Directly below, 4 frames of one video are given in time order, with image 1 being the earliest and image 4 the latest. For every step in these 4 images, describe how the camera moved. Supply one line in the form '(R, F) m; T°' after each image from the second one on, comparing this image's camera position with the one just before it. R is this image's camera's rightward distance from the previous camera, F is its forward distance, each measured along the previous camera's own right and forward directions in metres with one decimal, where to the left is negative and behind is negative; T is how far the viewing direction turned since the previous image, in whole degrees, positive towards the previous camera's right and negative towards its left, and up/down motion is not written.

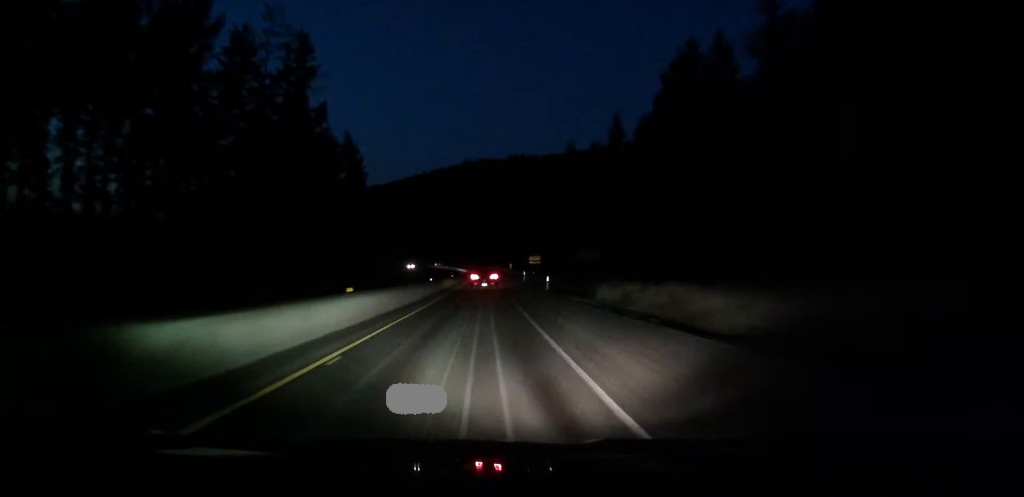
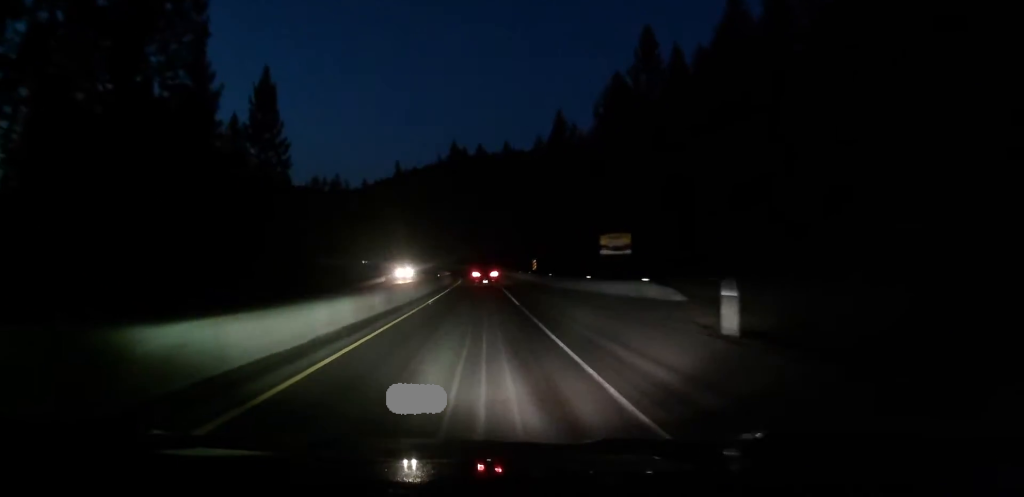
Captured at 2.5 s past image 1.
(-0.3, +65.3) m; 0°
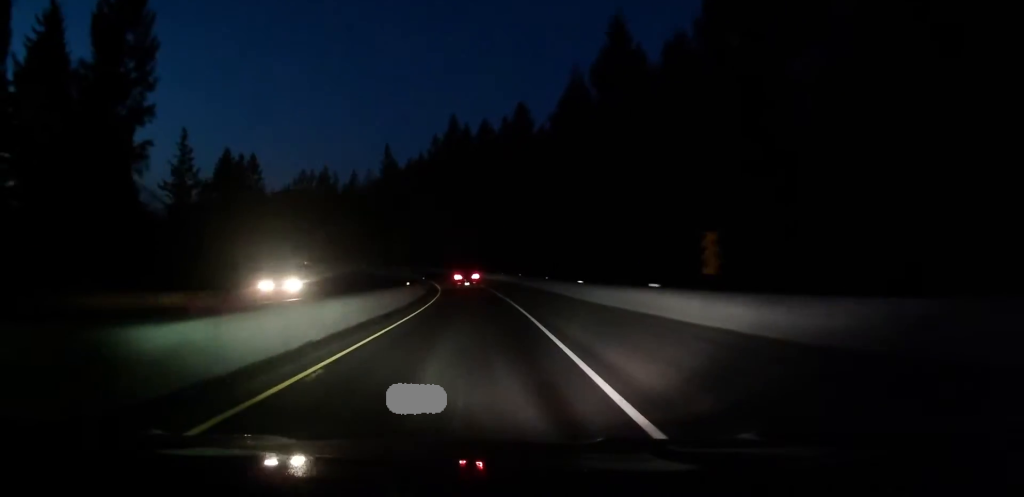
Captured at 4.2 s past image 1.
(0.0, +43.8) m; +1°
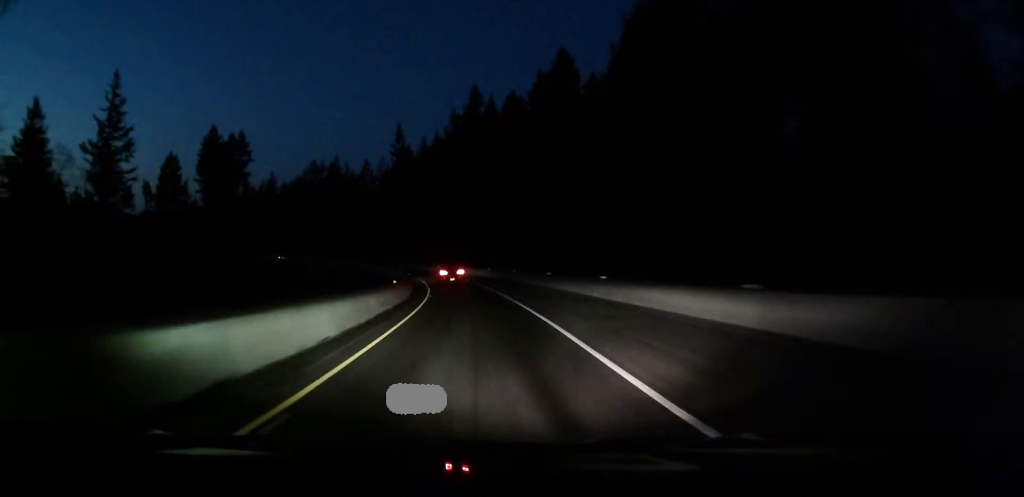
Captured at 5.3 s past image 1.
(+0.4, +29.7) m; 0°
